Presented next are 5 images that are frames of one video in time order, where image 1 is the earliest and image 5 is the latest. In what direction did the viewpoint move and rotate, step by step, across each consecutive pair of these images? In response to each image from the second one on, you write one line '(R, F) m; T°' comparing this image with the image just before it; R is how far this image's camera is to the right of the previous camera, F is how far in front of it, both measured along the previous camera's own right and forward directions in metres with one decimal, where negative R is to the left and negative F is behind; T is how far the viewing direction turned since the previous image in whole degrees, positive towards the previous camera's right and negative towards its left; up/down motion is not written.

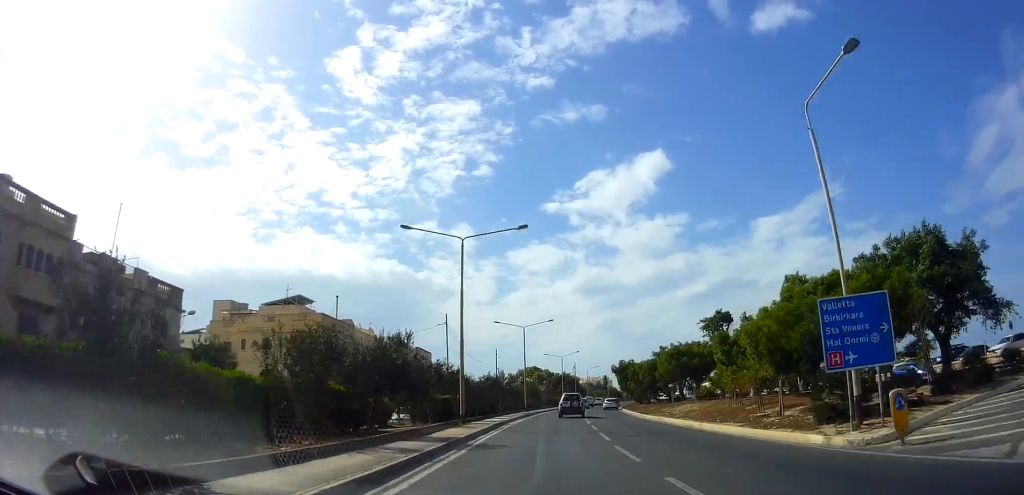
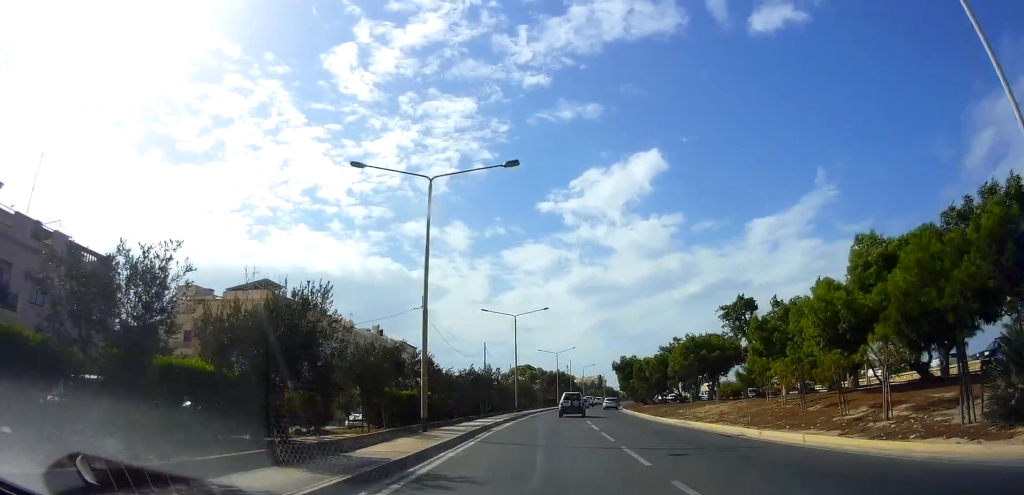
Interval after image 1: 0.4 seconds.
(0.0, +6.7) m; 0°
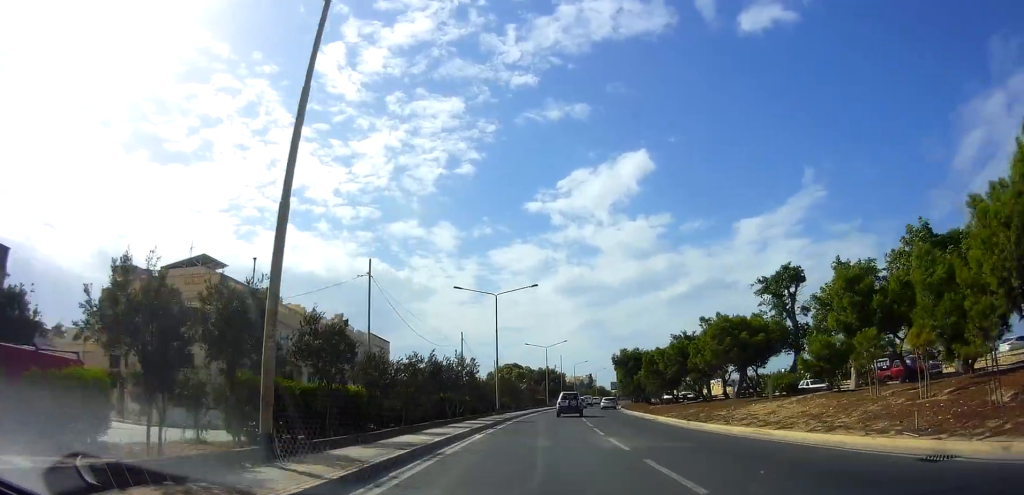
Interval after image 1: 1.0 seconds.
(0.0, +9.4) m; 0°
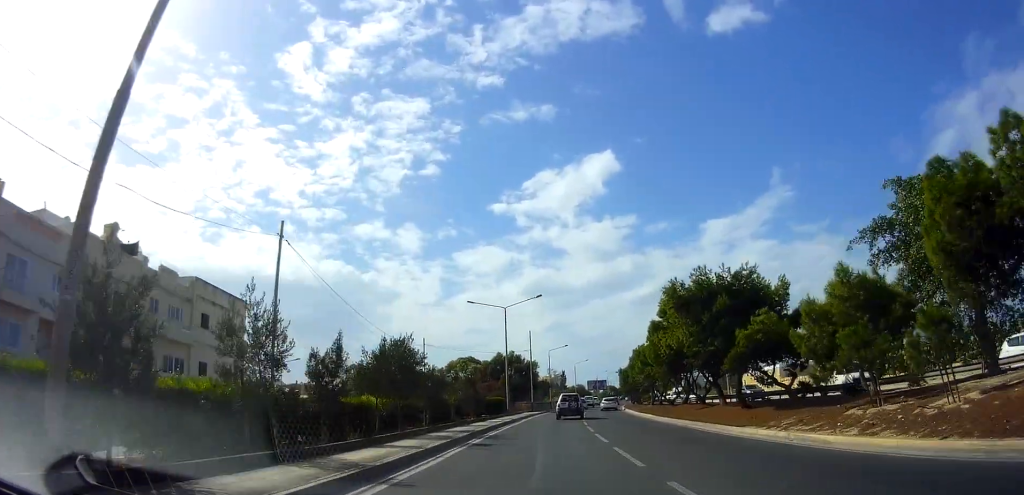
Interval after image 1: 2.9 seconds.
(+0.8, +32.9) m; +5°
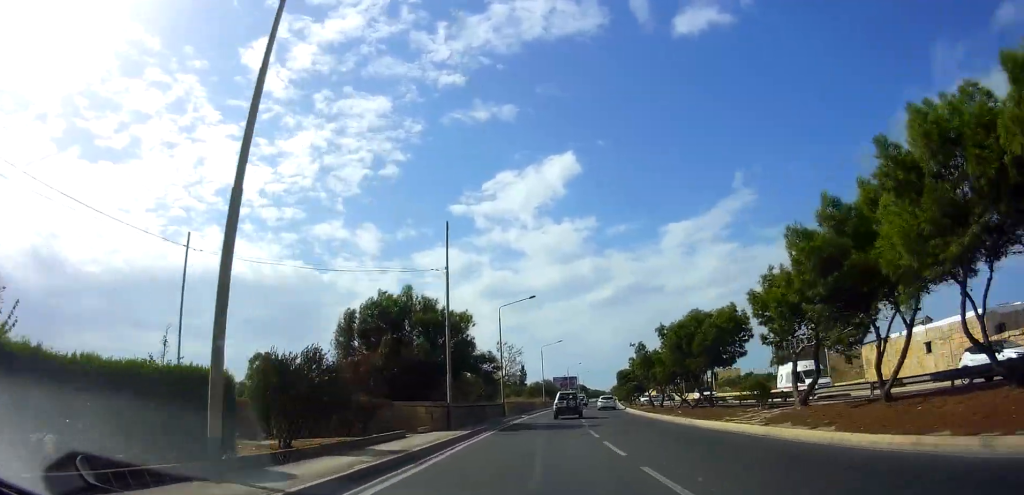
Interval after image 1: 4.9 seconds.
(+1.2, +34.6) m; +3°
